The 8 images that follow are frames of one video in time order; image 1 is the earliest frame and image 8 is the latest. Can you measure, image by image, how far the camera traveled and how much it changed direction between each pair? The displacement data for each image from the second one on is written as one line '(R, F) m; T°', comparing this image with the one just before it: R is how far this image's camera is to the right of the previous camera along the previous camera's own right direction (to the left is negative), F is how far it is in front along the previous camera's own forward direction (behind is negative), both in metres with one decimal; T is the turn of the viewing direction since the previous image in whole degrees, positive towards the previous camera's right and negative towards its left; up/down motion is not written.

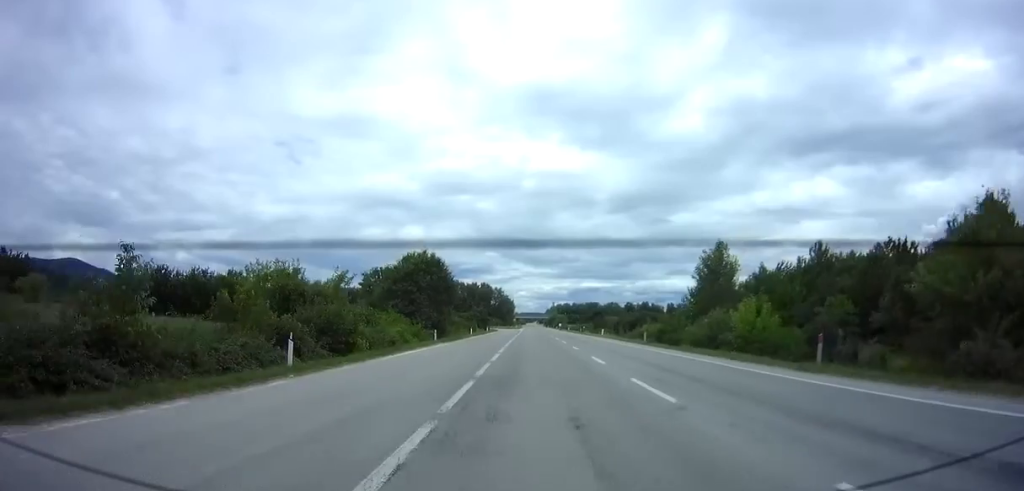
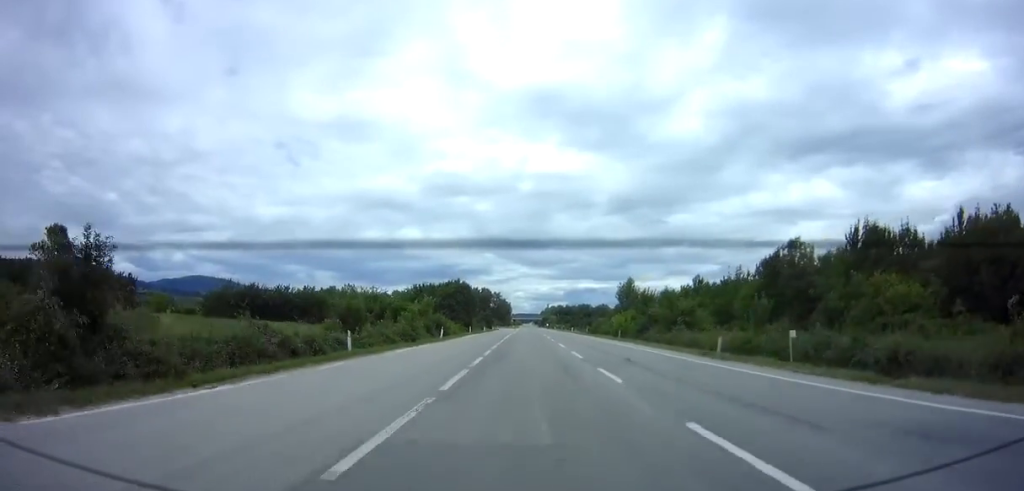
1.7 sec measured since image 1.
(+0.2, +31.1) m; +1°
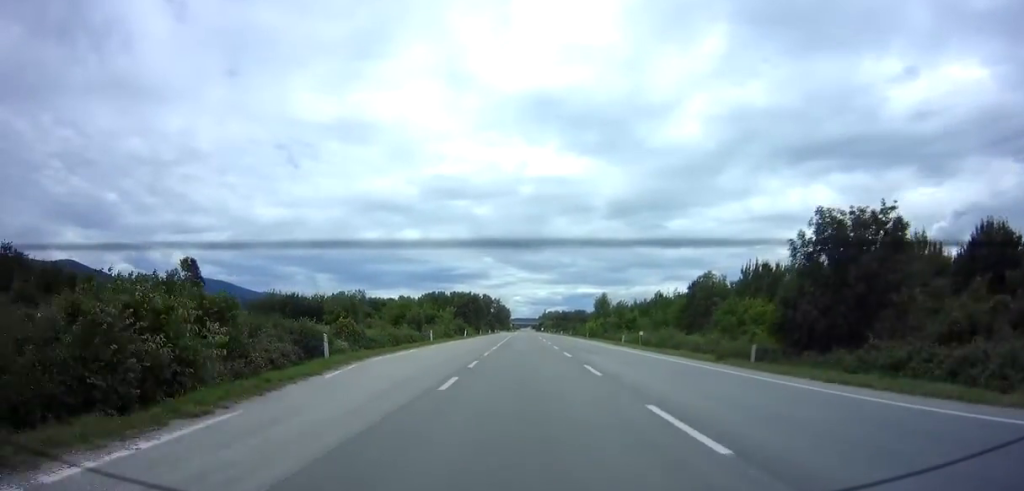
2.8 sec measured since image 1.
(-0.3, +21.4) m; 0°
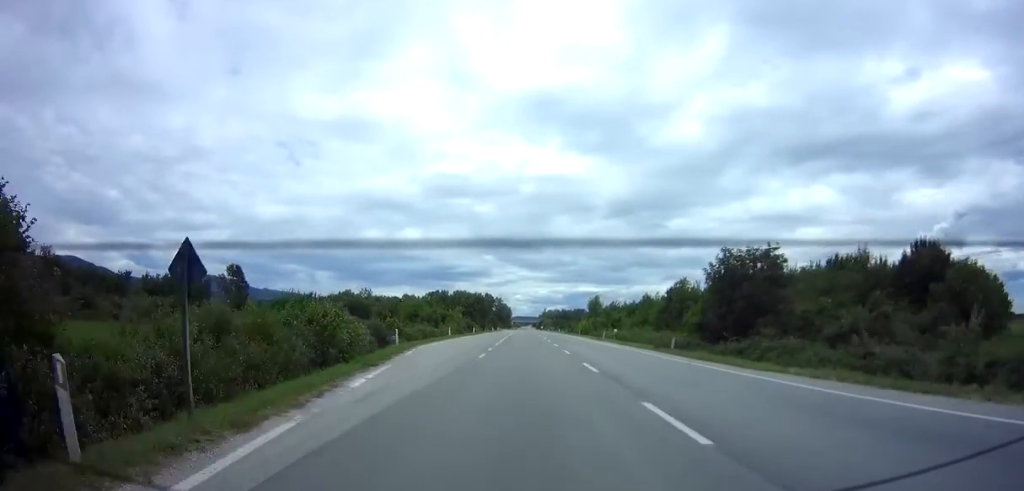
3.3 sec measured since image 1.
(+0.2, +10.5) m; 0°
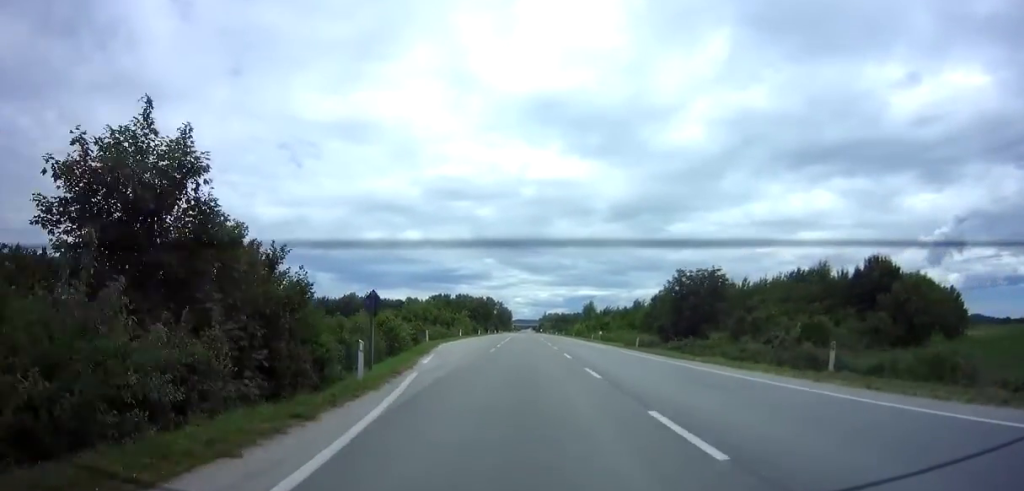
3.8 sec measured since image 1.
(+0.1, +9.2) m; 0°
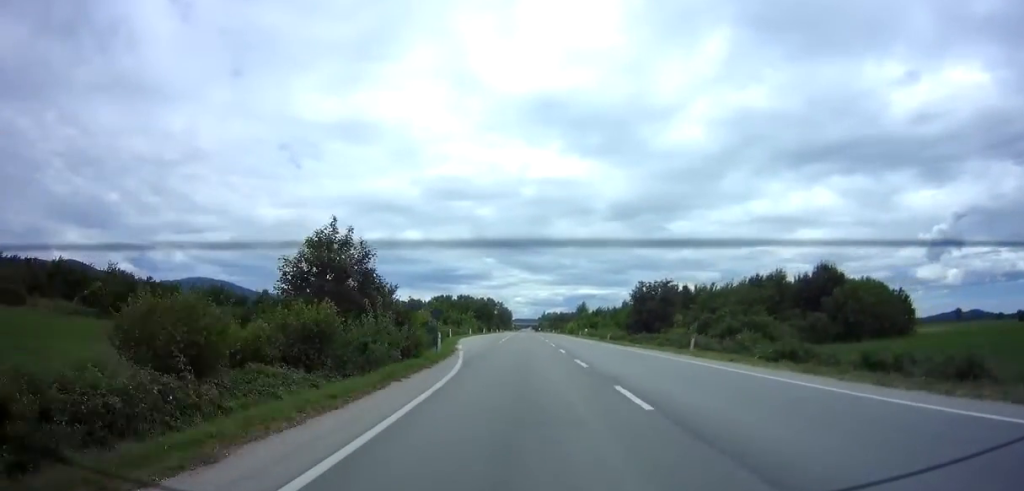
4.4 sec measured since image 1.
(0.0, +12.5) m; 0°
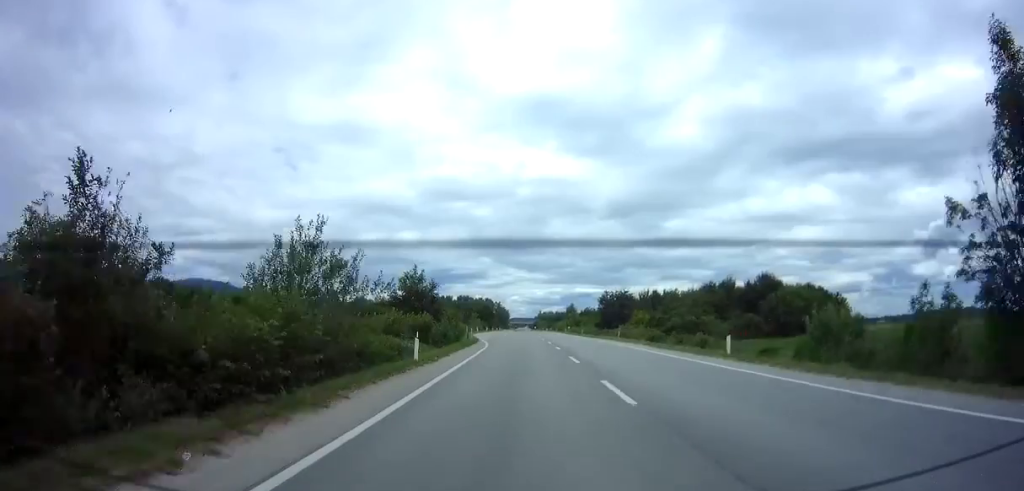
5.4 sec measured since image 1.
(+0.1, +18.6) m; 0°
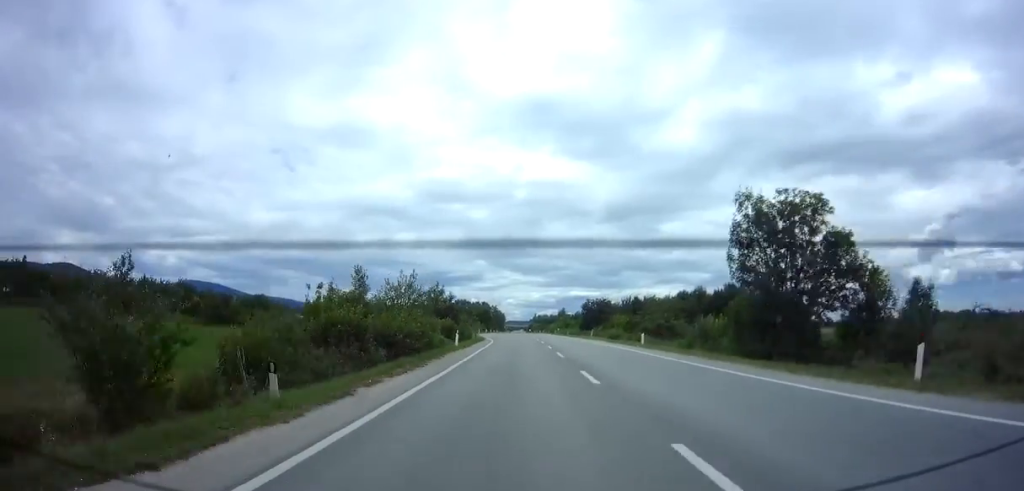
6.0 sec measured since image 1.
(0.0, +13.5) m; 0°
